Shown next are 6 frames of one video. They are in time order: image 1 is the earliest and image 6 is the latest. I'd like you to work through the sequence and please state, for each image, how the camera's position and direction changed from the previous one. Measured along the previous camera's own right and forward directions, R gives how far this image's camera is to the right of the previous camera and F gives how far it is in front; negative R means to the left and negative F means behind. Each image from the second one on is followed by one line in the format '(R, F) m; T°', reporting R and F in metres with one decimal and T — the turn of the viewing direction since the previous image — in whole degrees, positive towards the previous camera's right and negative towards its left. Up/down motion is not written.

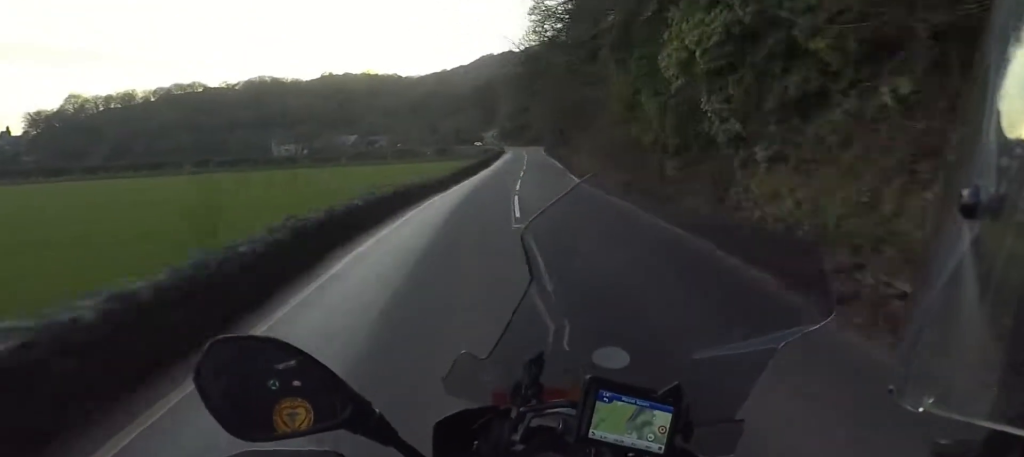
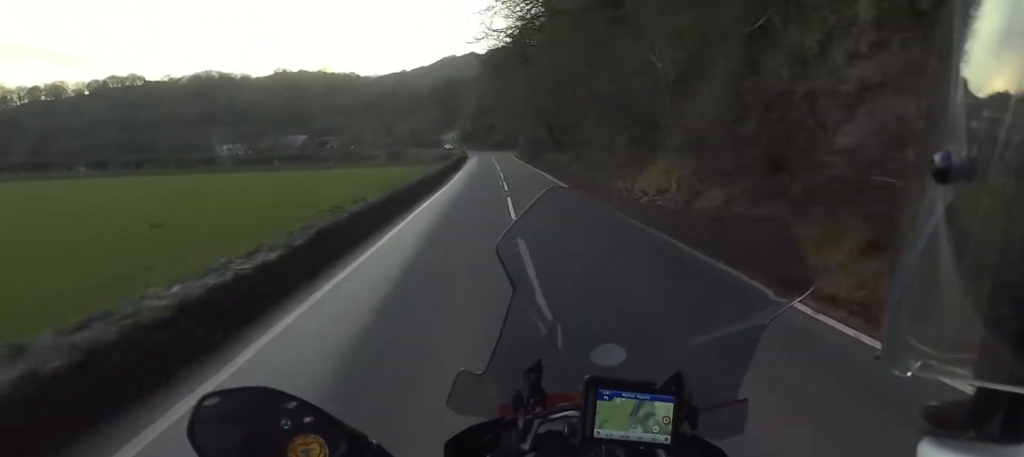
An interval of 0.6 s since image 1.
(+0.9, +16.9) m; +3°
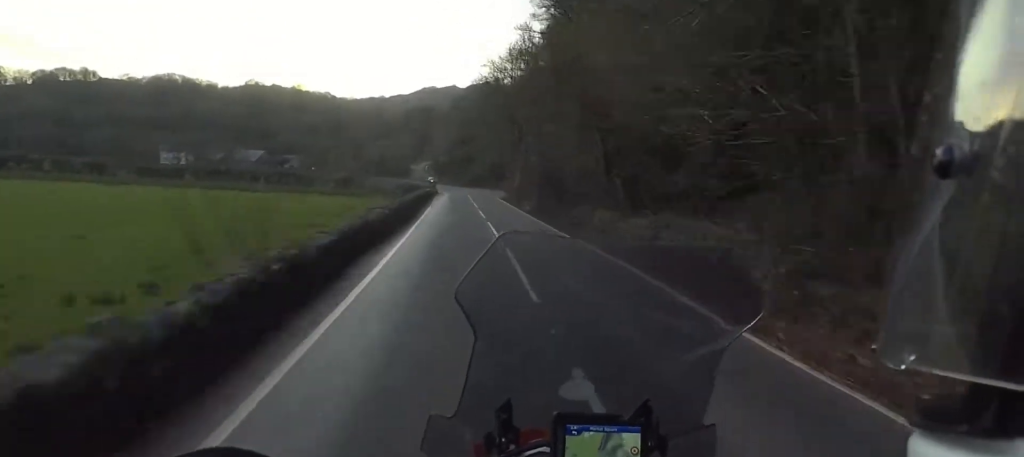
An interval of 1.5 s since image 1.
(+1.5, +22.8) m; +1°
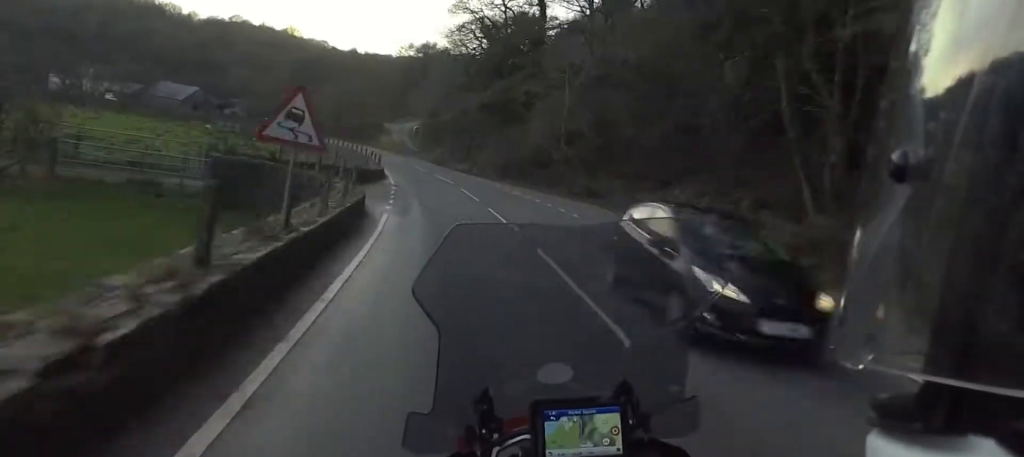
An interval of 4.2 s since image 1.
(-2.5, +72.7) m; -6°
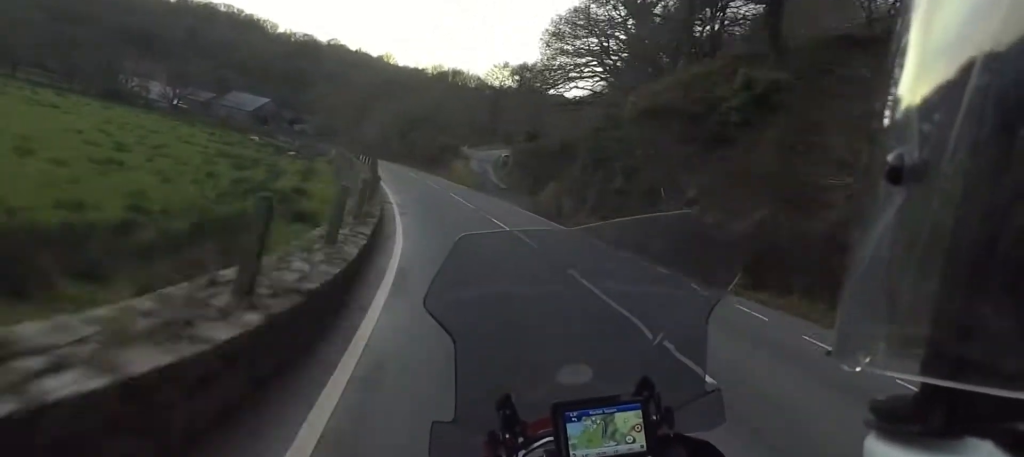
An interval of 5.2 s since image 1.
(-2.1, +26.2) m; -7°
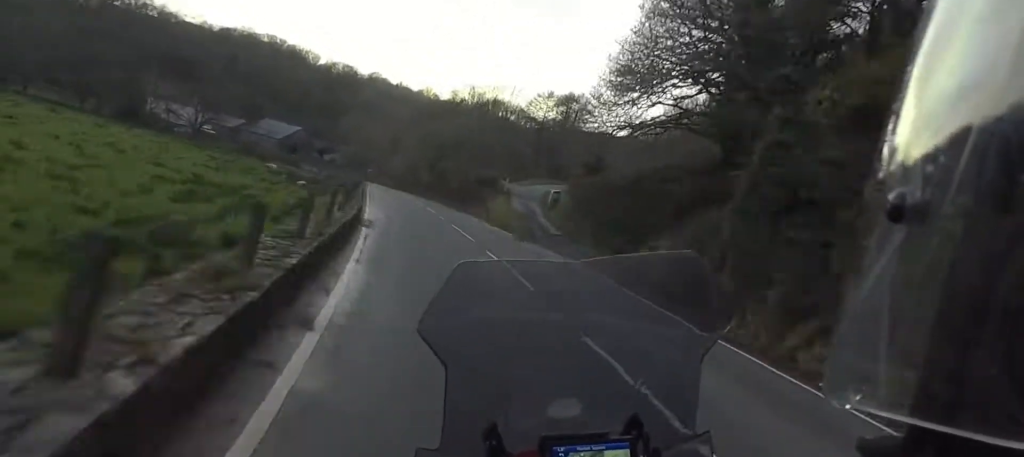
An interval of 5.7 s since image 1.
(-0.4, +11.6) m; -2°
